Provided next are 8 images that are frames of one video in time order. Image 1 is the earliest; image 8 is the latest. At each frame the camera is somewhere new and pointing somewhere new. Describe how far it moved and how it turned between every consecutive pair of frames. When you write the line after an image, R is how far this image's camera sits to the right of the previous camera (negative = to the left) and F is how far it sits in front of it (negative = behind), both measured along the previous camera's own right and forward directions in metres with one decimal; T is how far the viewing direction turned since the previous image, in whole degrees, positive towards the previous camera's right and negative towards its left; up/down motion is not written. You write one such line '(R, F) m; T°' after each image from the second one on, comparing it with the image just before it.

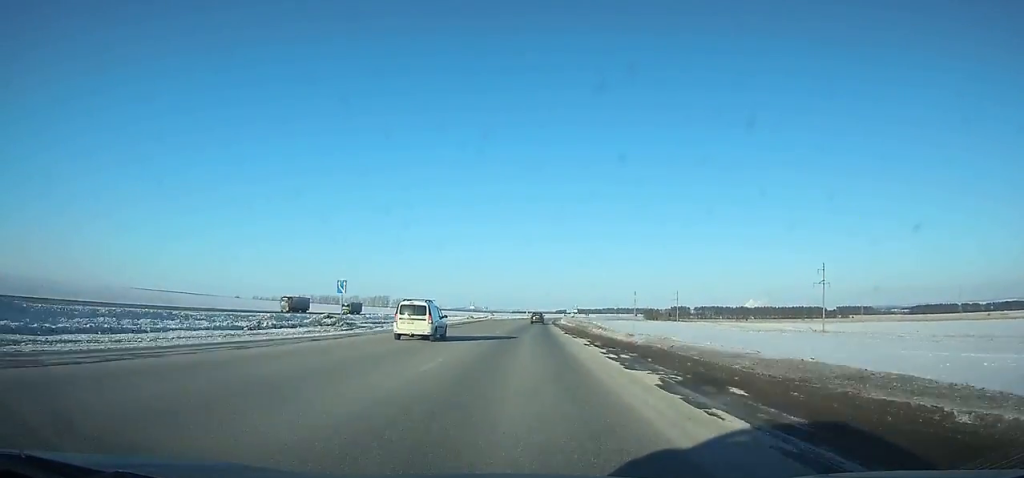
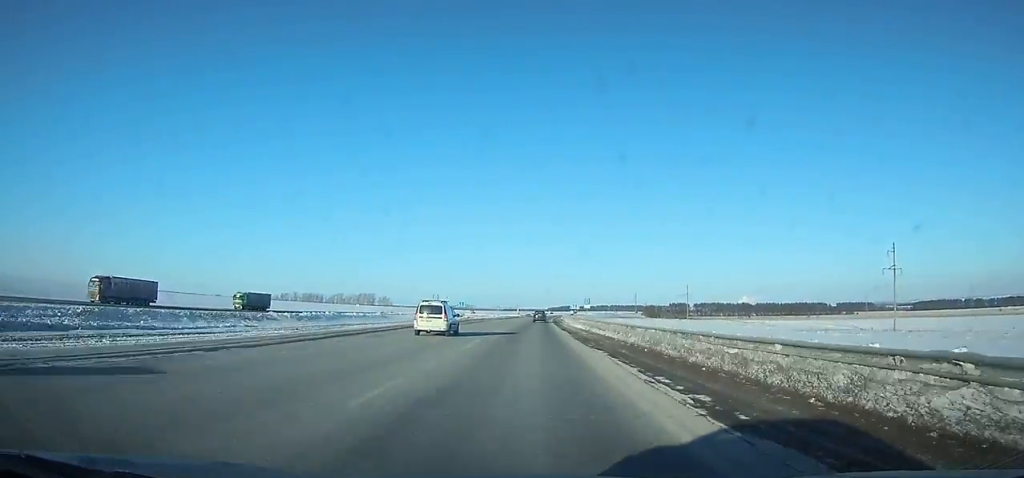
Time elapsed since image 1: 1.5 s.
(+0.3, +41.4) m; +1°
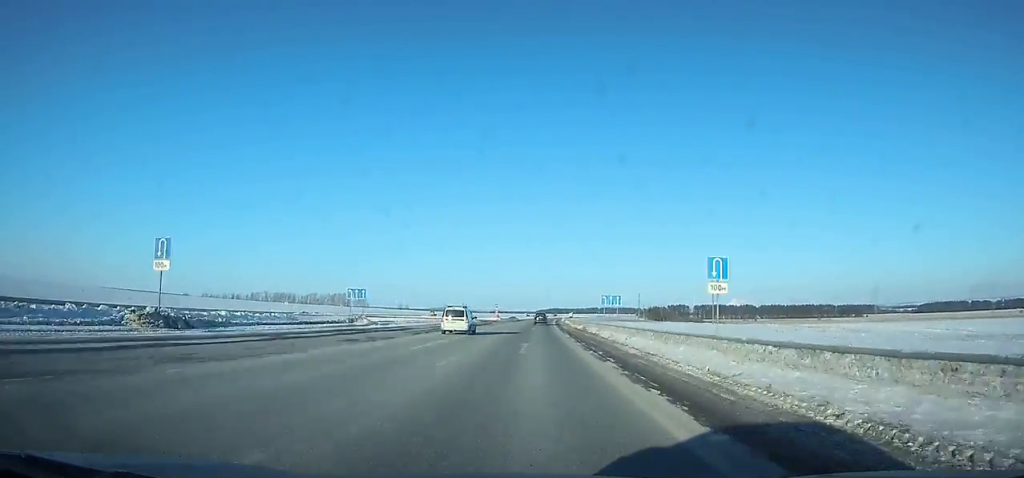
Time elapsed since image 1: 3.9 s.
(+0.5, +66.2) m; +1°
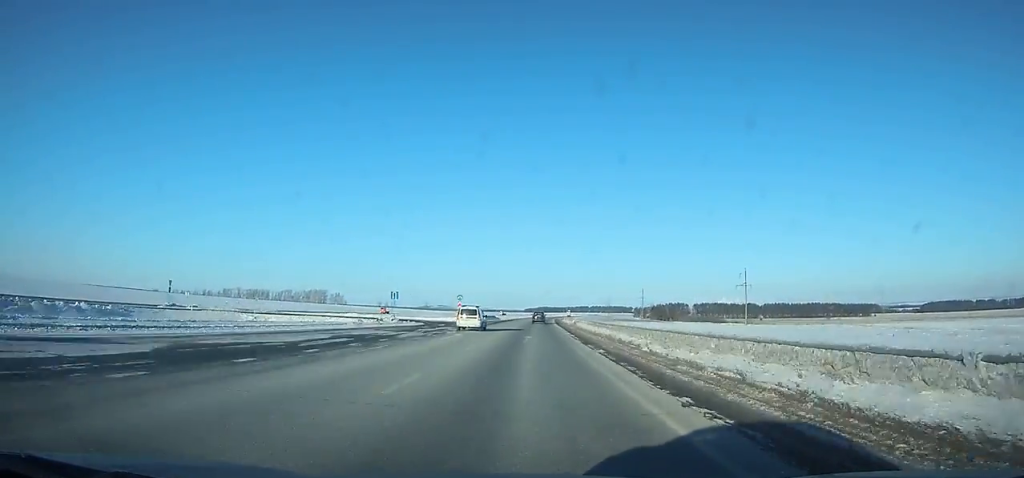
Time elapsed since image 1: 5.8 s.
(+0.5, +52.4) m; +1°
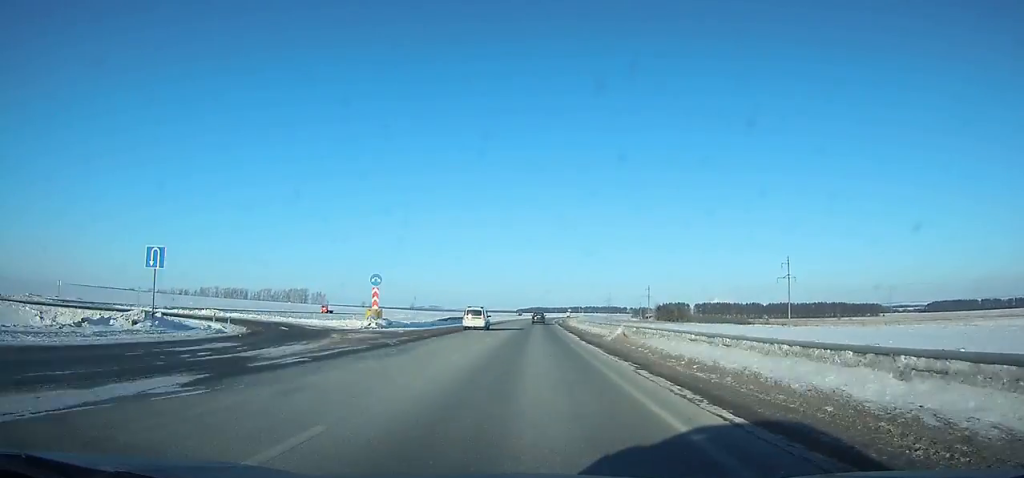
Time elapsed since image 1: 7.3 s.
(+0.5, +41.5) m; +1°
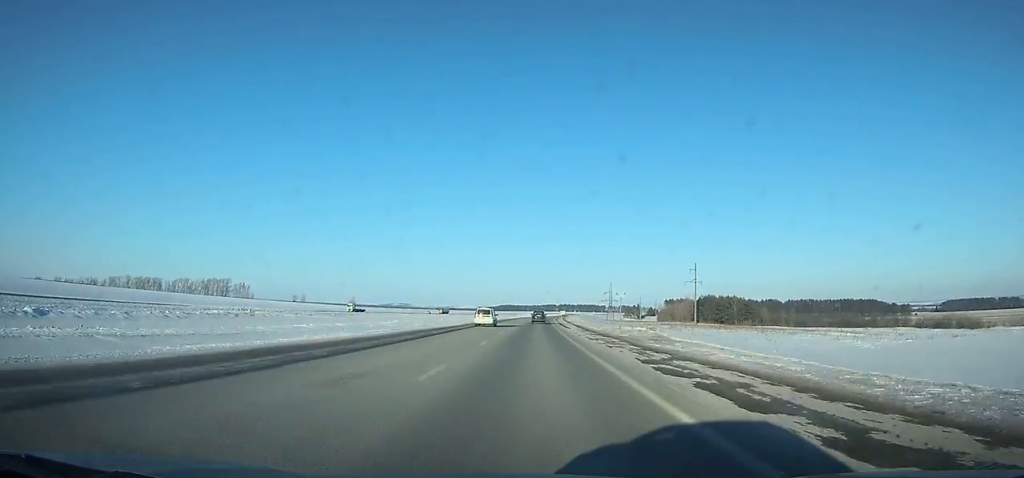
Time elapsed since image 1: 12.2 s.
(+2.7, +136.7) m; +3°
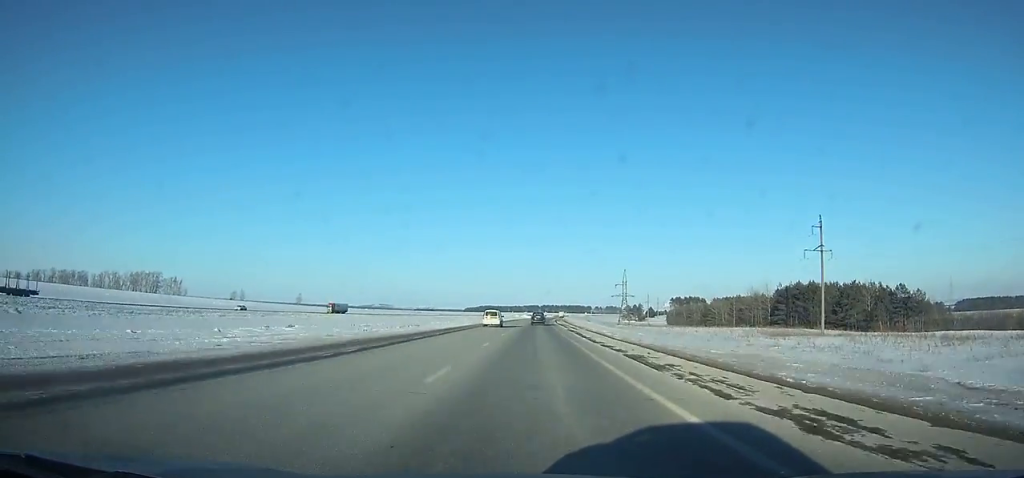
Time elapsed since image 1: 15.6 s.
(+1.8, +95.9) m; +2°
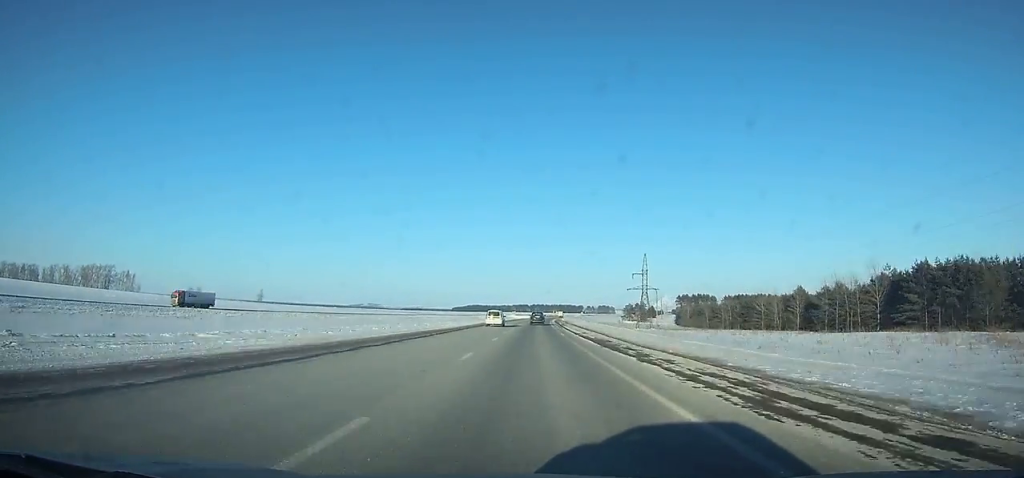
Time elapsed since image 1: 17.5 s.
(+0.5, +53.9) m; +1°
